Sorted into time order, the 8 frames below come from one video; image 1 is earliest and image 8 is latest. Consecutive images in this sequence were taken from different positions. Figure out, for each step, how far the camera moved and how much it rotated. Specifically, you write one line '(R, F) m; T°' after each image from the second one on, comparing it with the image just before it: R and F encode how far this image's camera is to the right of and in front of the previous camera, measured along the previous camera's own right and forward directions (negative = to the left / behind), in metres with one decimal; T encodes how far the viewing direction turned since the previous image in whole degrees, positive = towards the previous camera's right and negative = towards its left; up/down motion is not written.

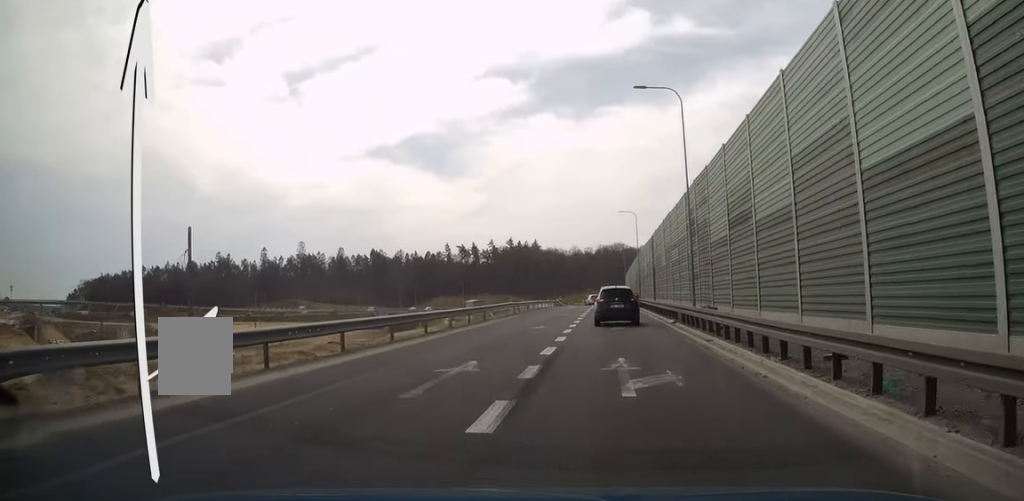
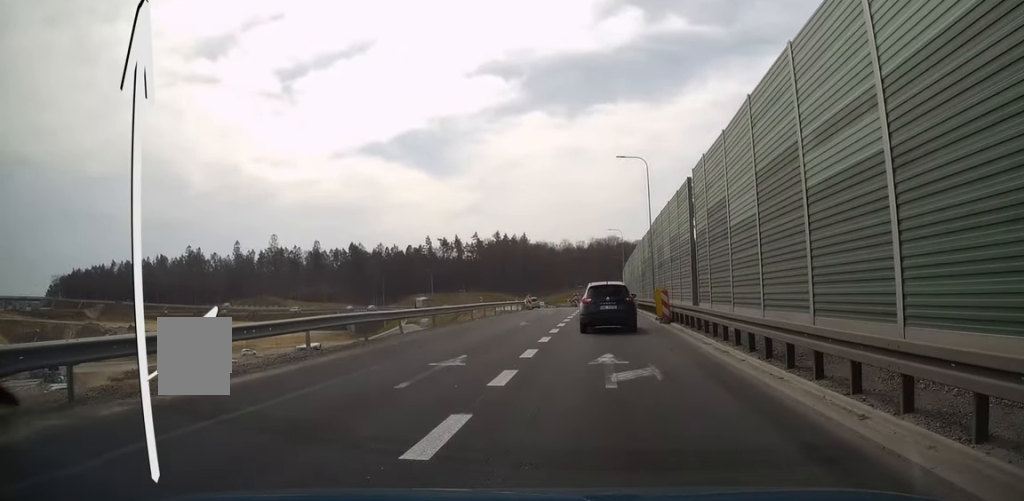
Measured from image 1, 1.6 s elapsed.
(+0.6, +29.1) m; +1°
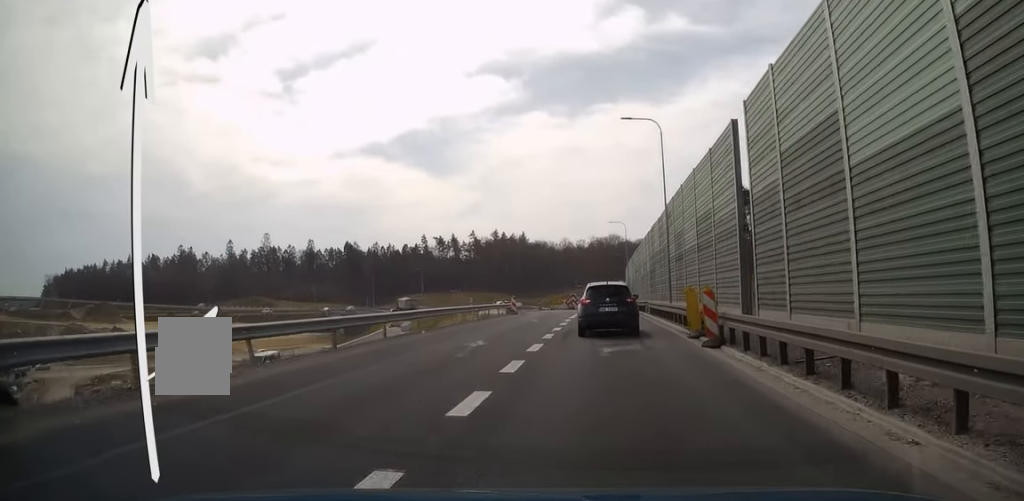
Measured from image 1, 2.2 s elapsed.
(0.0, +10.3) m; 0°
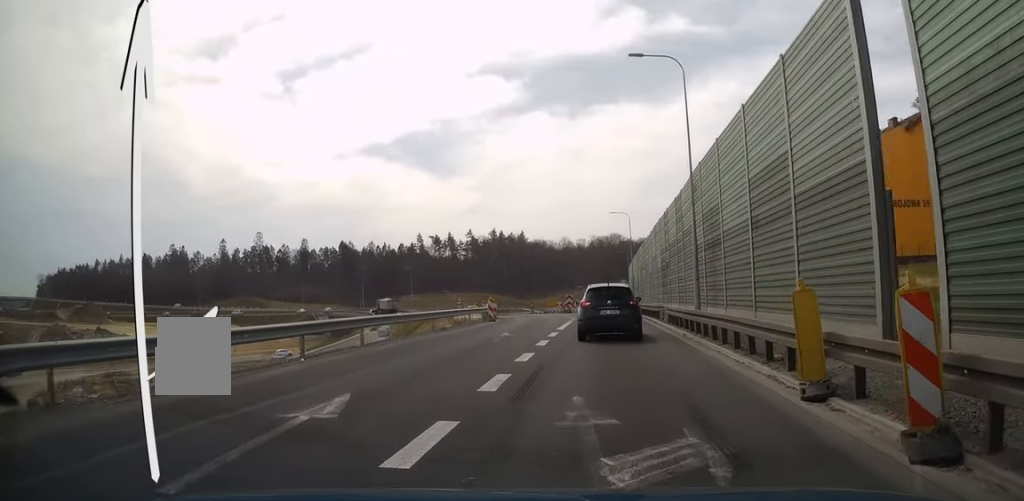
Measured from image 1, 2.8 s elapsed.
(0.0, +10.0) m; 0°
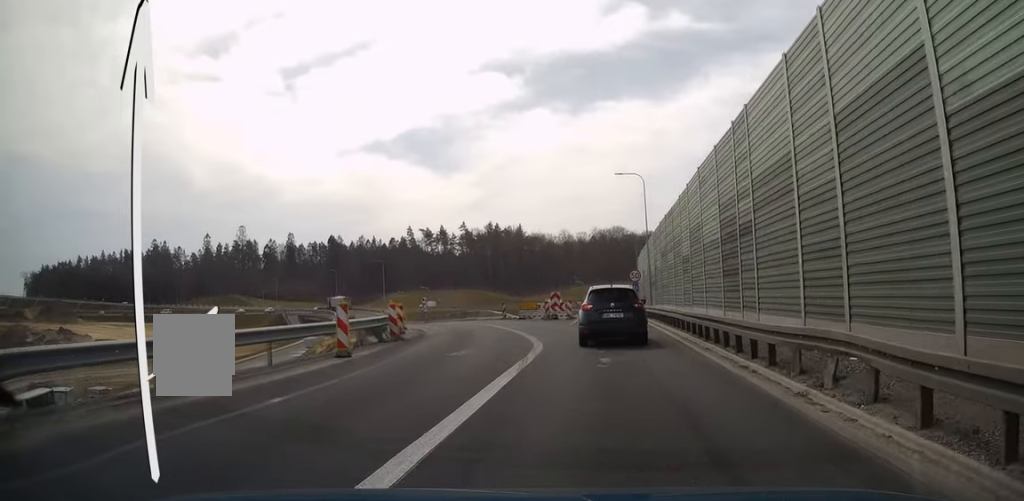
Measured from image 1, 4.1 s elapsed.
(-0.1, +21.6) m; -2°
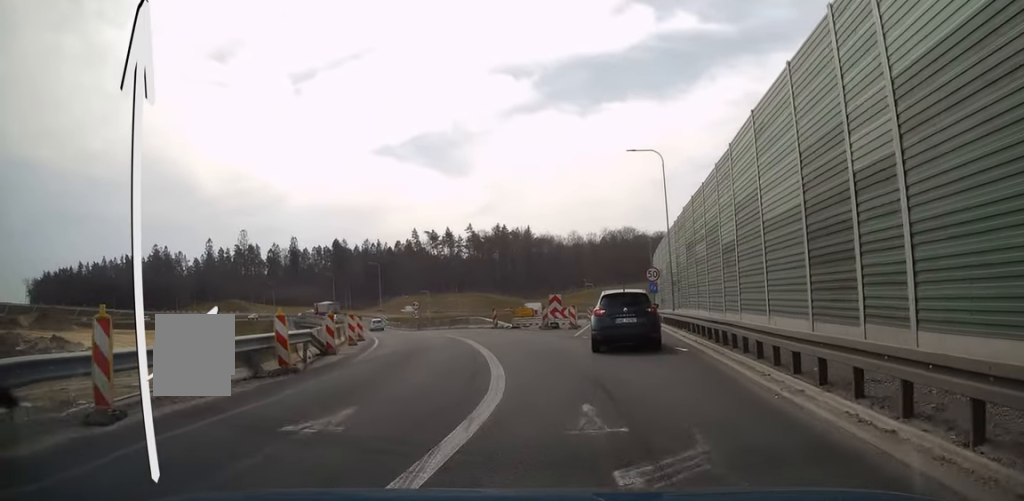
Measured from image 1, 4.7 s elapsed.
(+0.1, +8.8) m; -2°
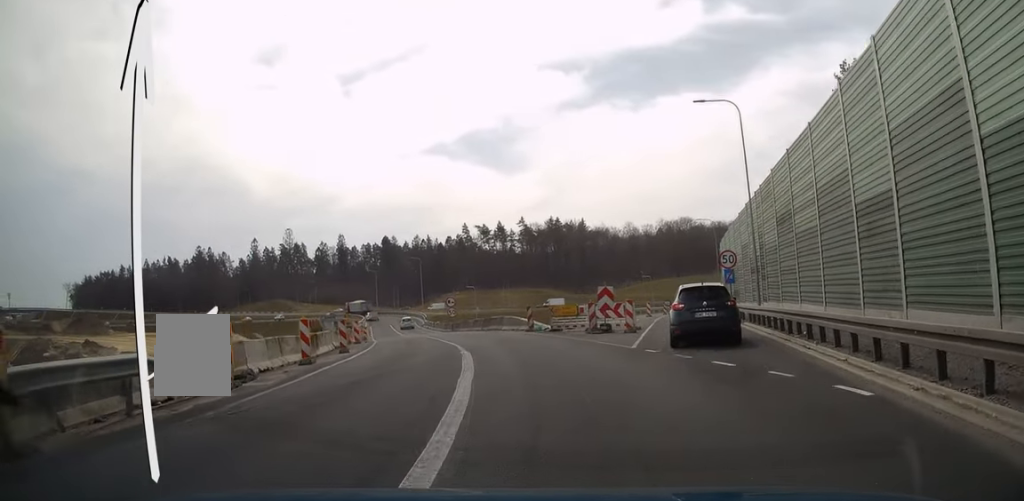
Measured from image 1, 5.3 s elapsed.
(-0.4, +8.9) m; -4°
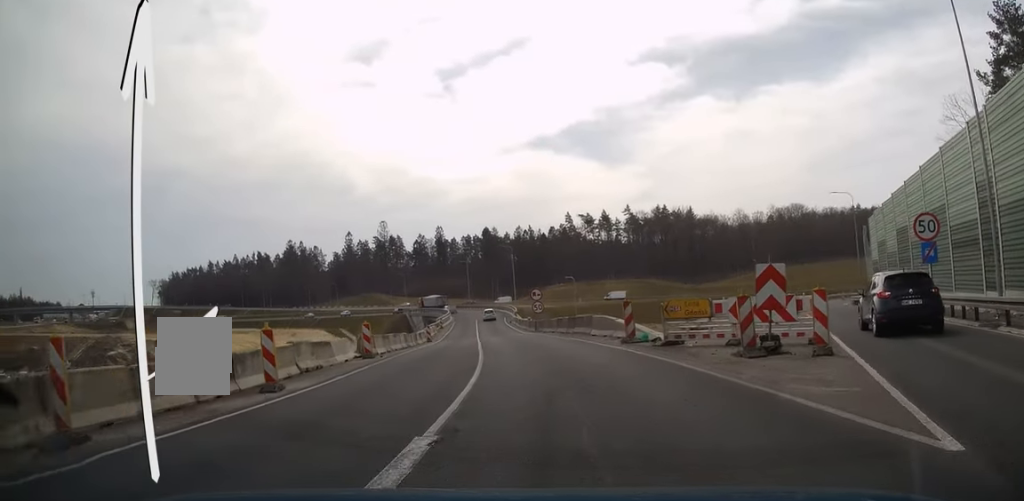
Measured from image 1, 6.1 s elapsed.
(-0.6, +12.3) m; -7°
